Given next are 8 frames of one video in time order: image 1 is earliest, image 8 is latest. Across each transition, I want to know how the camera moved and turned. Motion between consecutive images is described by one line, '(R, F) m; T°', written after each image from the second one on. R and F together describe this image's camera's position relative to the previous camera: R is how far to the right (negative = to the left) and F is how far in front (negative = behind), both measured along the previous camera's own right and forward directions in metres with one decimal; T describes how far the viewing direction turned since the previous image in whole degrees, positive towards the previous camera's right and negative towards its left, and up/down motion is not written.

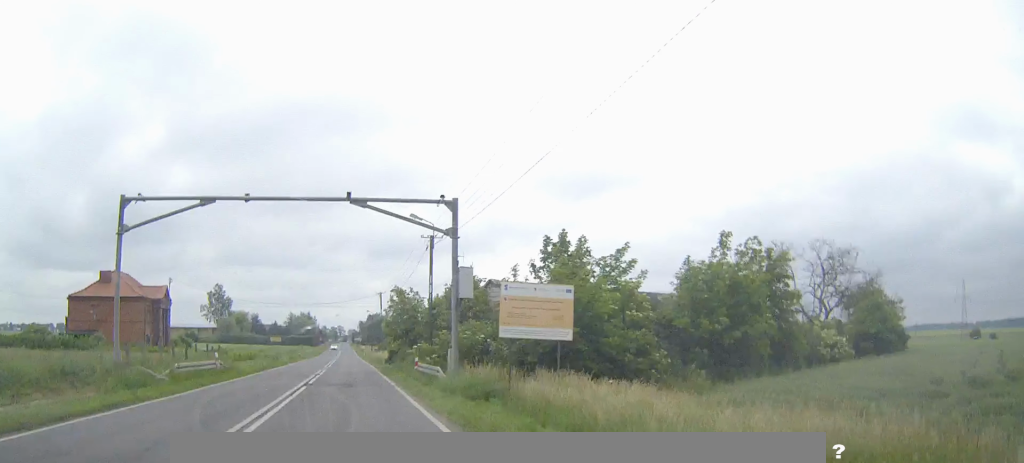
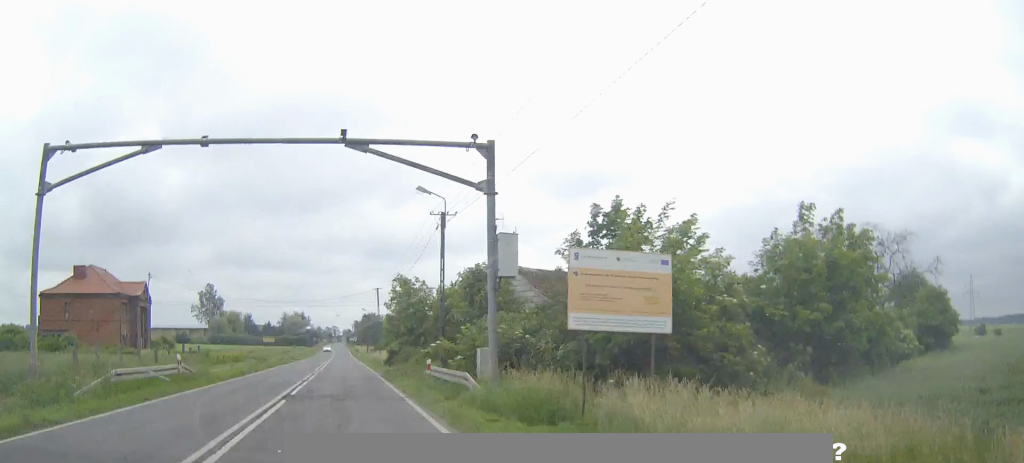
(+0.1, +6.2) m; +1°
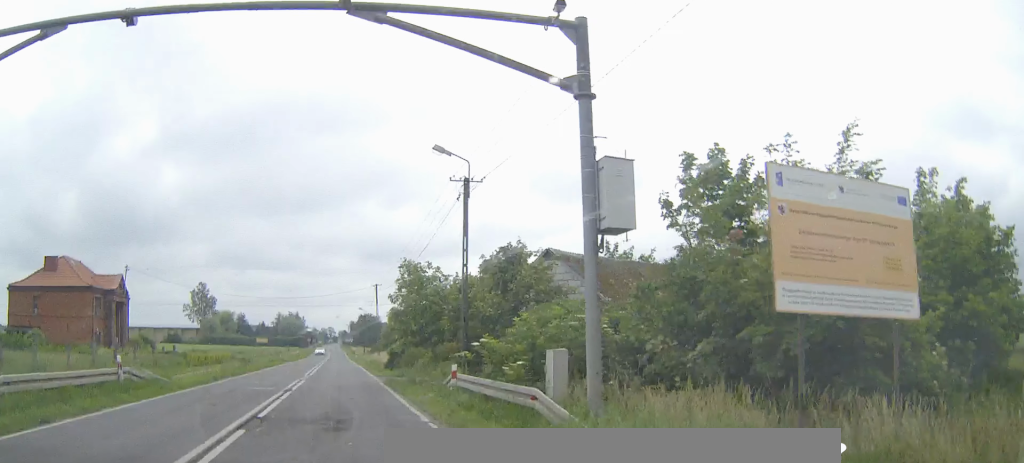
(+0.1, +6.3) m; 0°
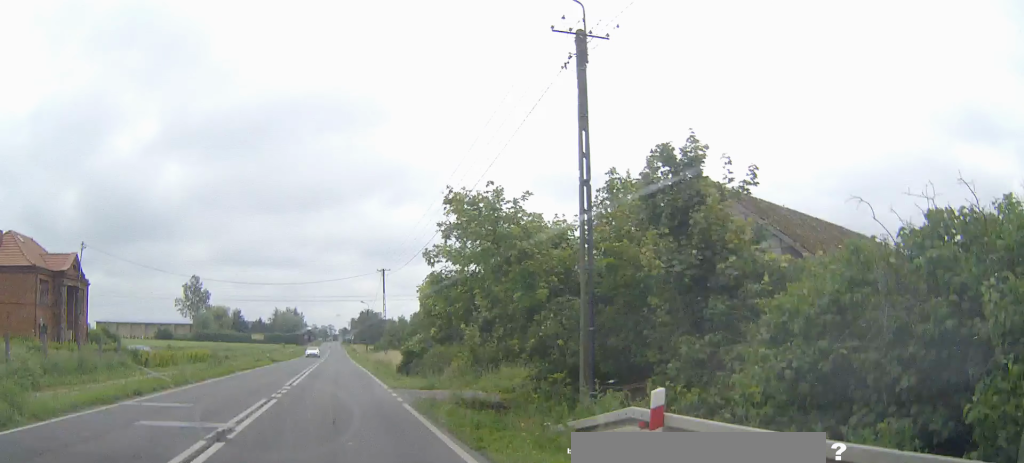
(-0.1, +11.7) m; -1°
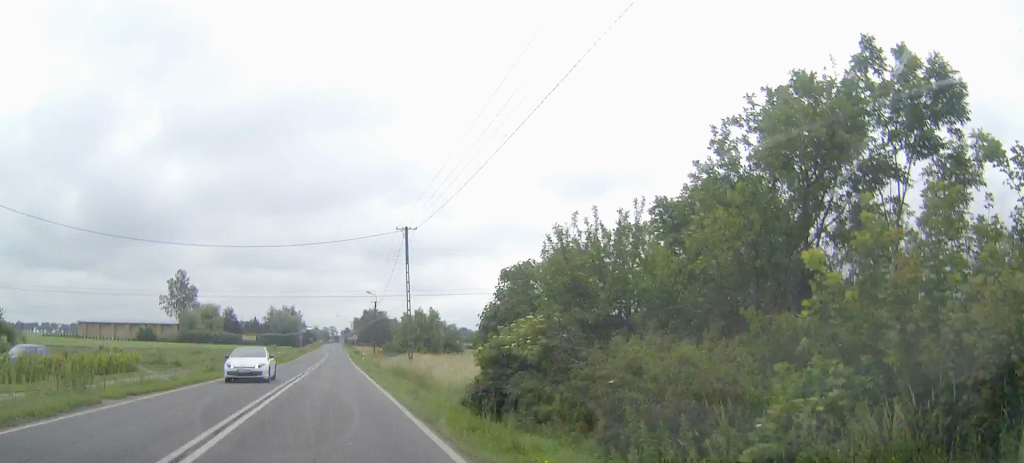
(-0.1, +21.7) m; -1°
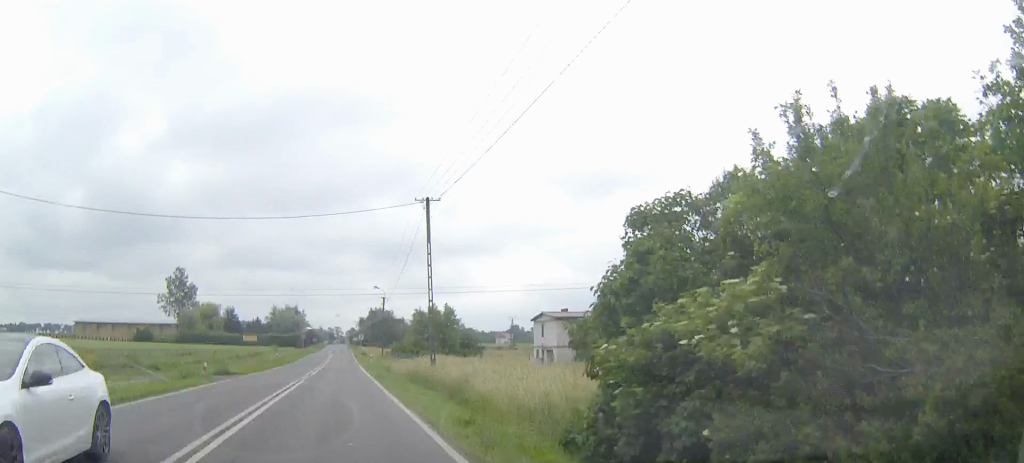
(0.0, +7.8) m; 0°
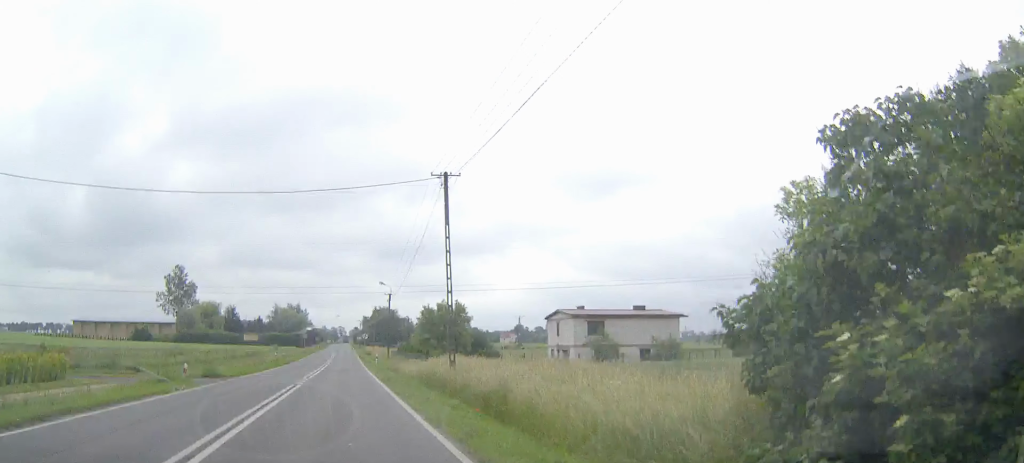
(0.0, +4.5) m; 0°
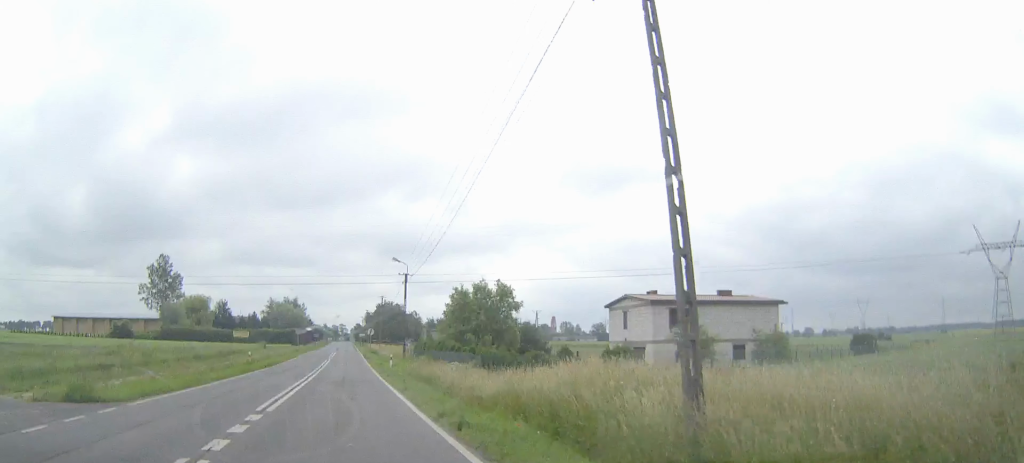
(+0.1, +17.3) m; +1°
